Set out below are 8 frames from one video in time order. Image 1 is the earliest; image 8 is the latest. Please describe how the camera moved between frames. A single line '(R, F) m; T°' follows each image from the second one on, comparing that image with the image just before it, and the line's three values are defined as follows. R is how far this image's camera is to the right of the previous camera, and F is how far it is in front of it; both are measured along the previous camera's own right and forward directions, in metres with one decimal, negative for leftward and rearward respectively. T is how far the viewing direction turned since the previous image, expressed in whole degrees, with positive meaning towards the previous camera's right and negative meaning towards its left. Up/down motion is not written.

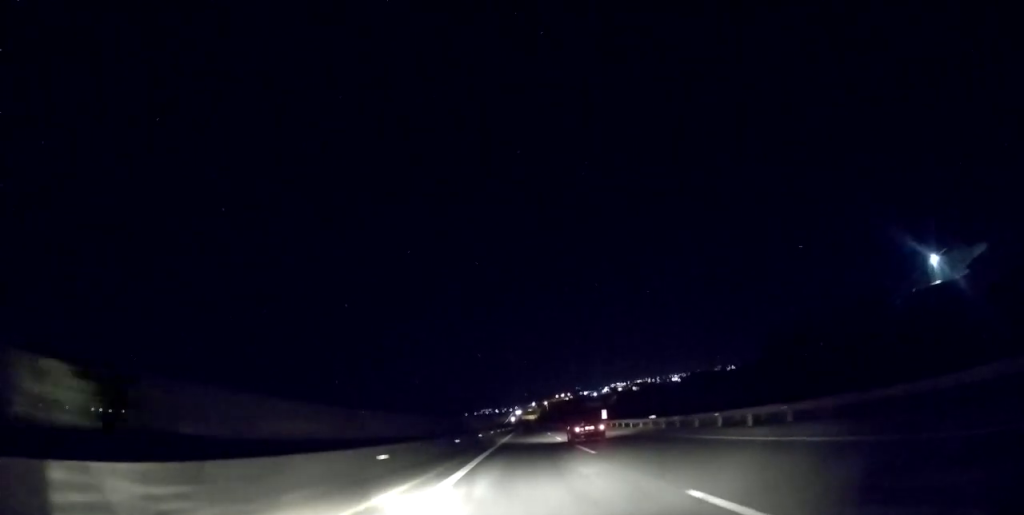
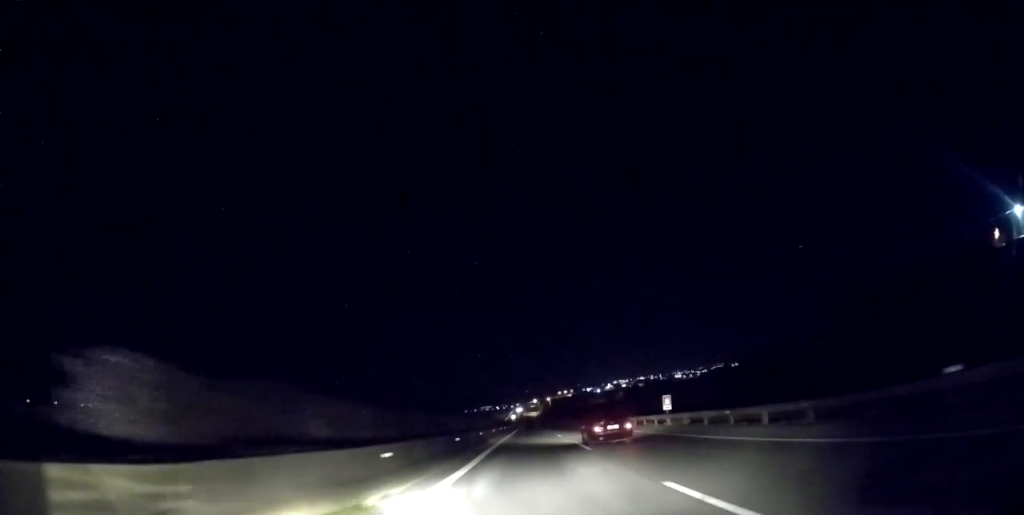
(-0.1, +34.0) m; 0°
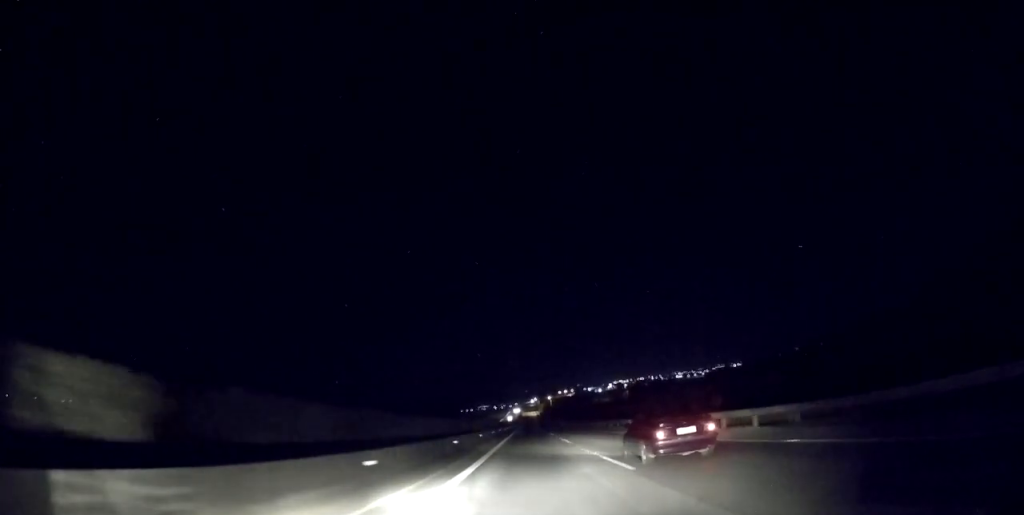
(0.0, +46.7) m; 0°
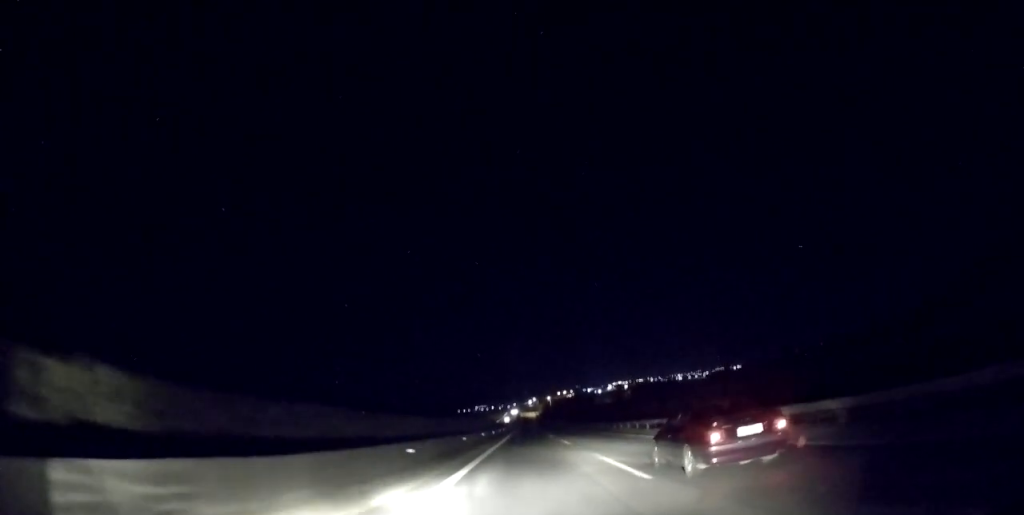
(-0.1, +19.1) m; 0°
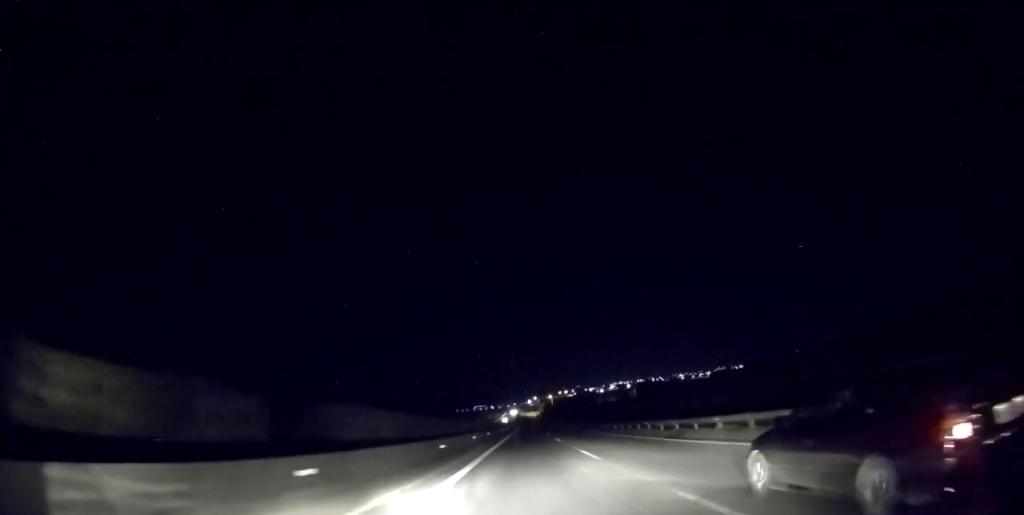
(+0.2, +28.7) m; 0°
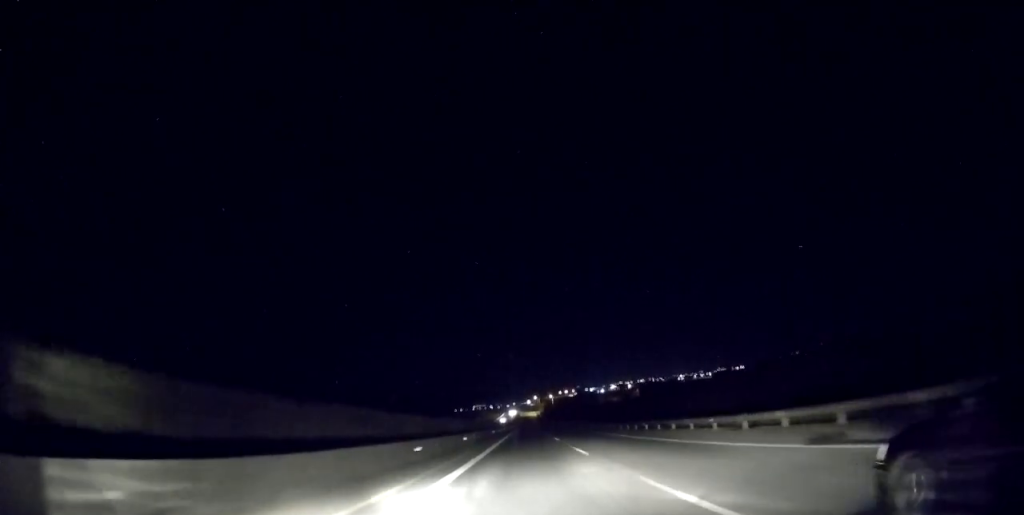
(-0.1, +15.4) m; 0°
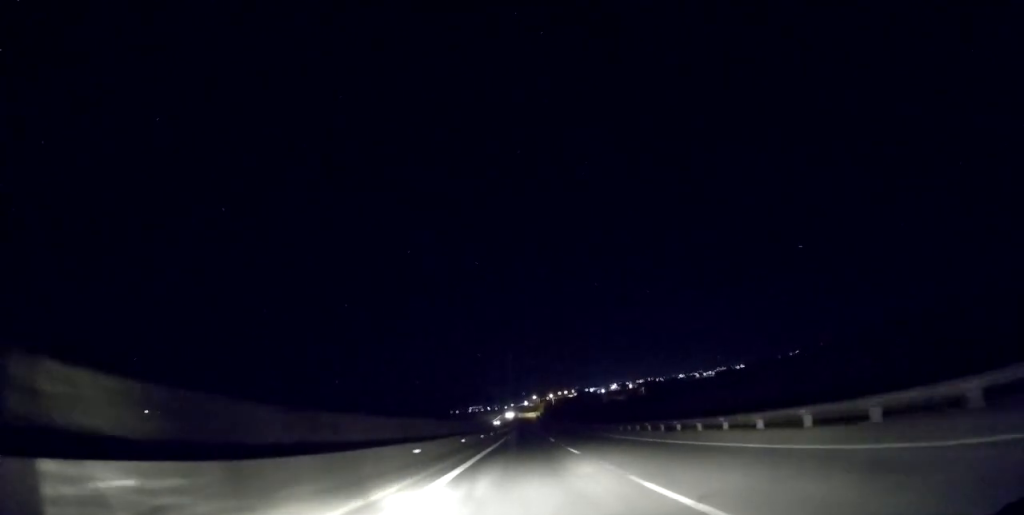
(0.0, +33.9) m; 0°
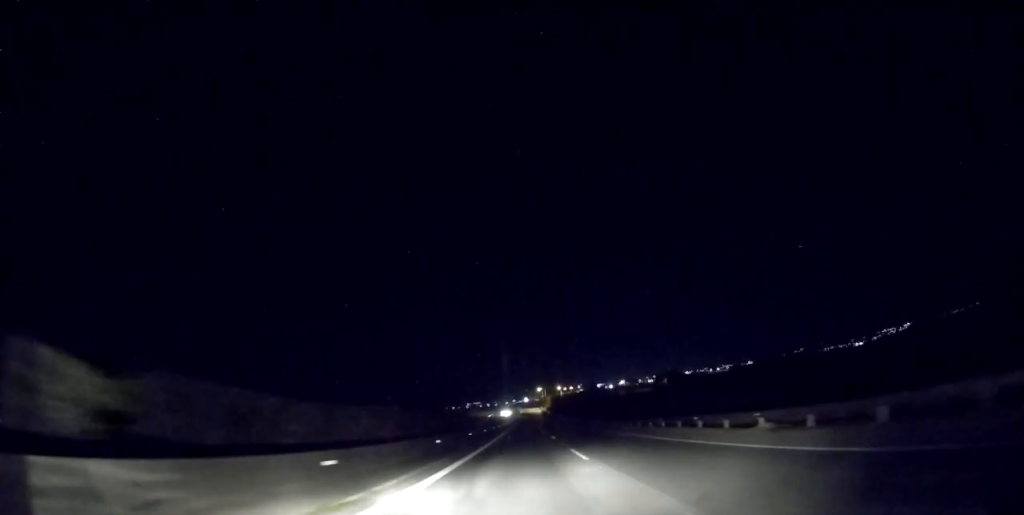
(0.0, +76.5) m; -1°
